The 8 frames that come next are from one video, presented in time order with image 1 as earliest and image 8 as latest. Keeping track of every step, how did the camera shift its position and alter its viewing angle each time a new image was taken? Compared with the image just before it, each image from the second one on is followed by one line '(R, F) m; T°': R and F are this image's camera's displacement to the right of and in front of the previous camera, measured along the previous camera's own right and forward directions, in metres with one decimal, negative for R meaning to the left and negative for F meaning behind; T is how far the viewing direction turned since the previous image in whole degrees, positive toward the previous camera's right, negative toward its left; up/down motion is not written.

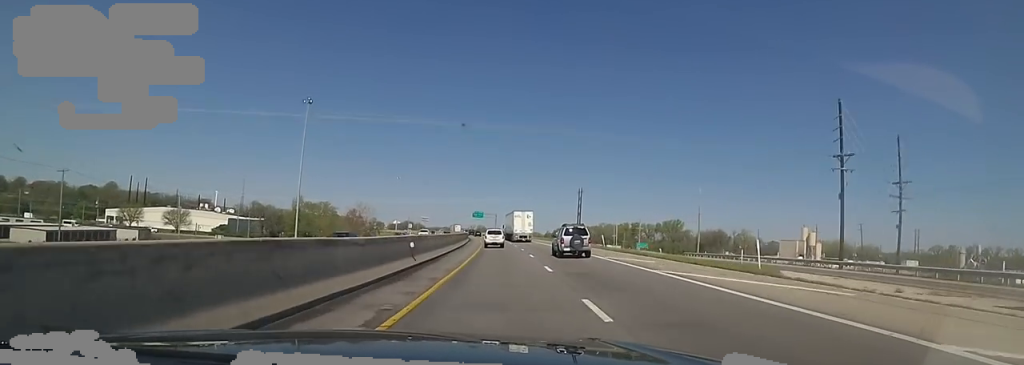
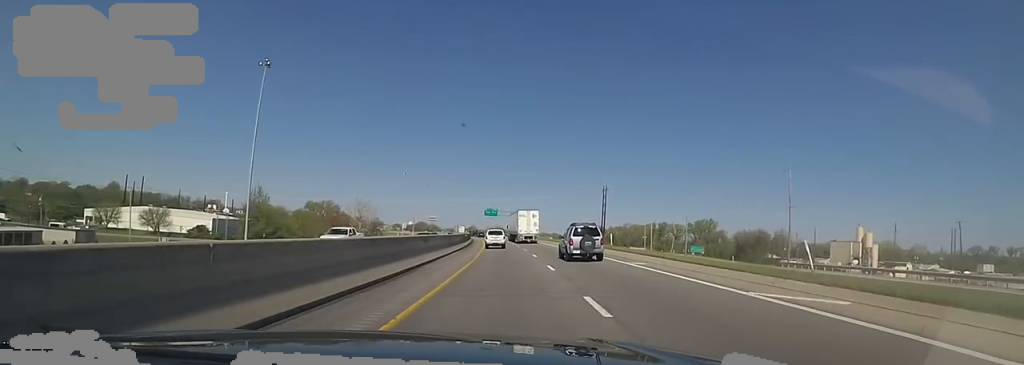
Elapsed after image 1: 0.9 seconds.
(-0.4, +29.3) m; -2°
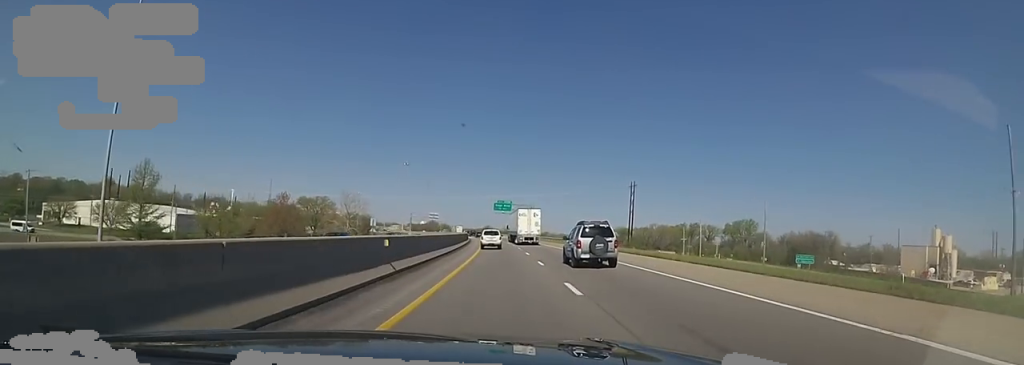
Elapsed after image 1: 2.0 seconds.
(-0.8, +37.1) m; -4°
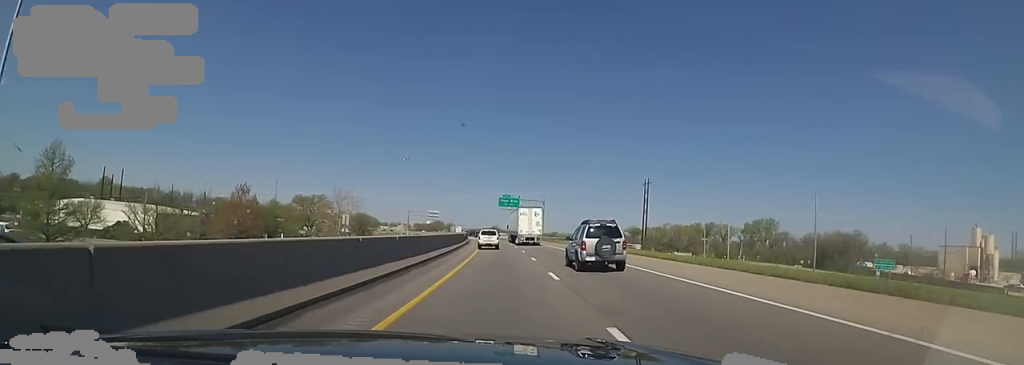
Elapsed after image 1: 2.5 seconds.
(-0.3, +16.2) m; -2°
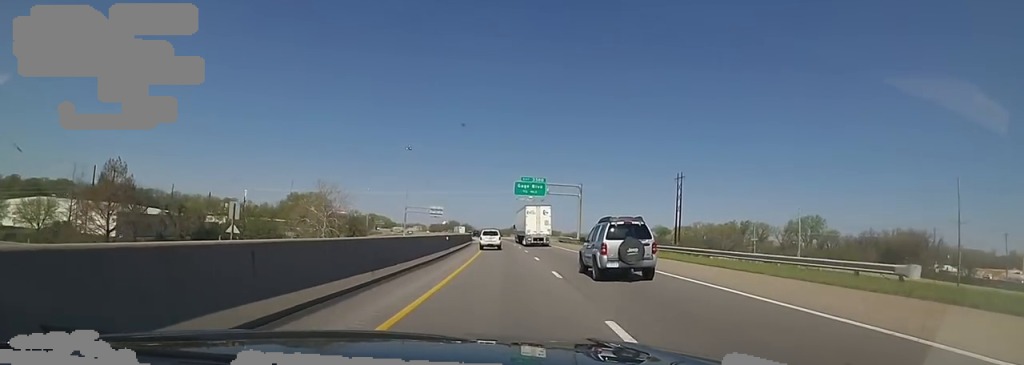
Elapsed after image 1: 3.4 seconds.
(-1.0, +29.0) m; -2°
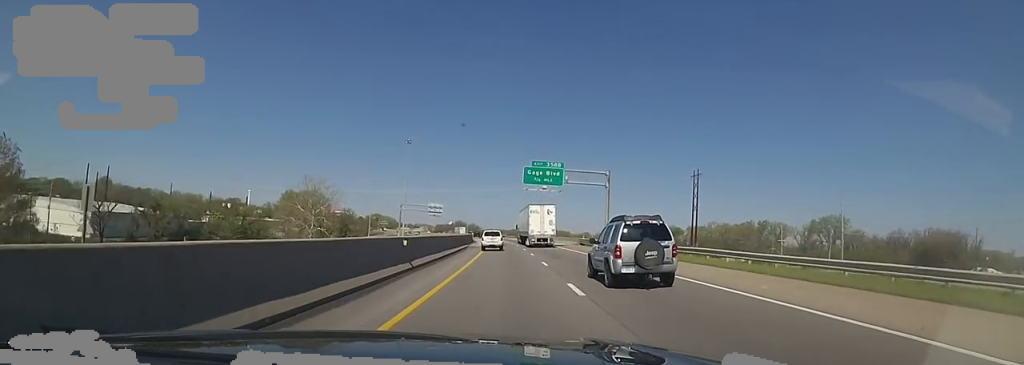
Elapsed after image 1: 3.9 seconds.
(+0.1, +13.8) m; -1°
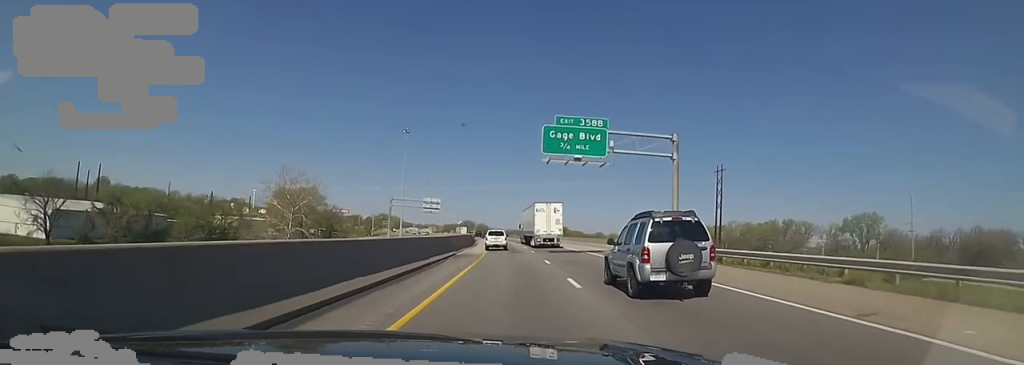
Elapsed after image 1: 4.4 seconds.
(0.0, +18.0) m; -1°
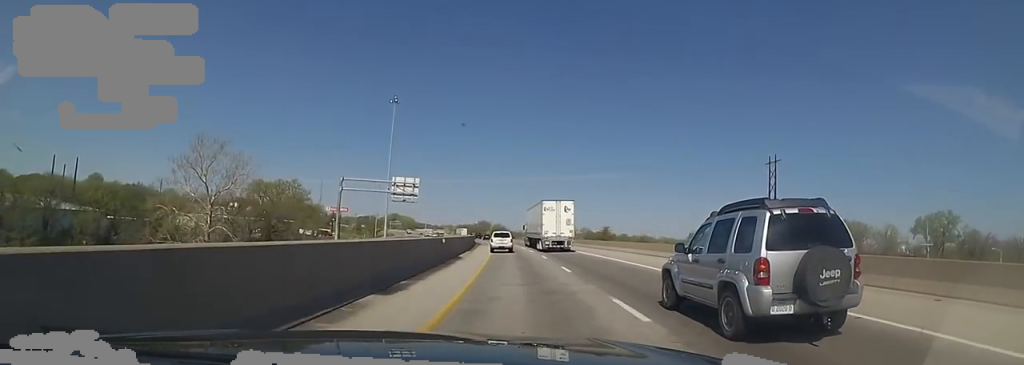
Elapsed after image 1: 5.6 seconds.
(-0.8, +35.9) m; -1°
